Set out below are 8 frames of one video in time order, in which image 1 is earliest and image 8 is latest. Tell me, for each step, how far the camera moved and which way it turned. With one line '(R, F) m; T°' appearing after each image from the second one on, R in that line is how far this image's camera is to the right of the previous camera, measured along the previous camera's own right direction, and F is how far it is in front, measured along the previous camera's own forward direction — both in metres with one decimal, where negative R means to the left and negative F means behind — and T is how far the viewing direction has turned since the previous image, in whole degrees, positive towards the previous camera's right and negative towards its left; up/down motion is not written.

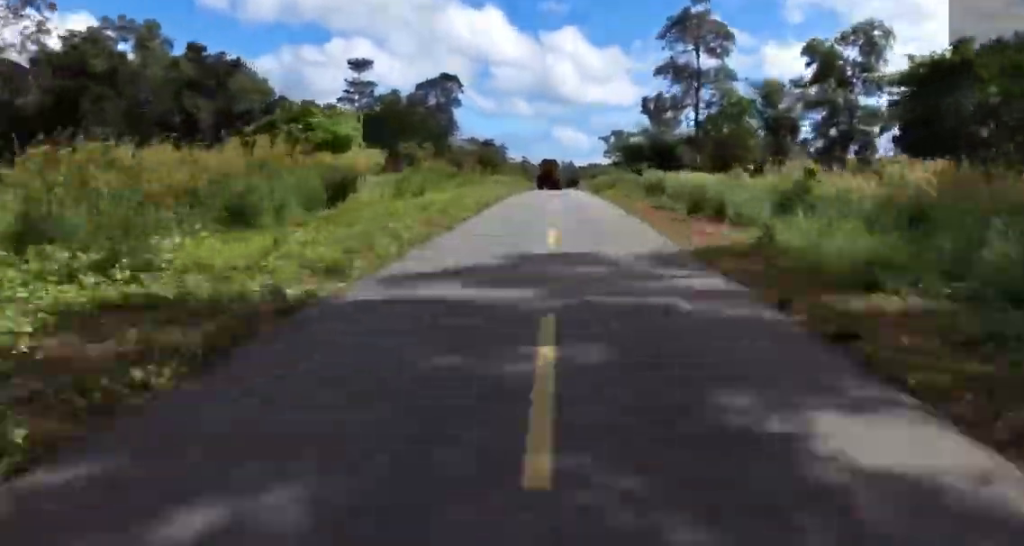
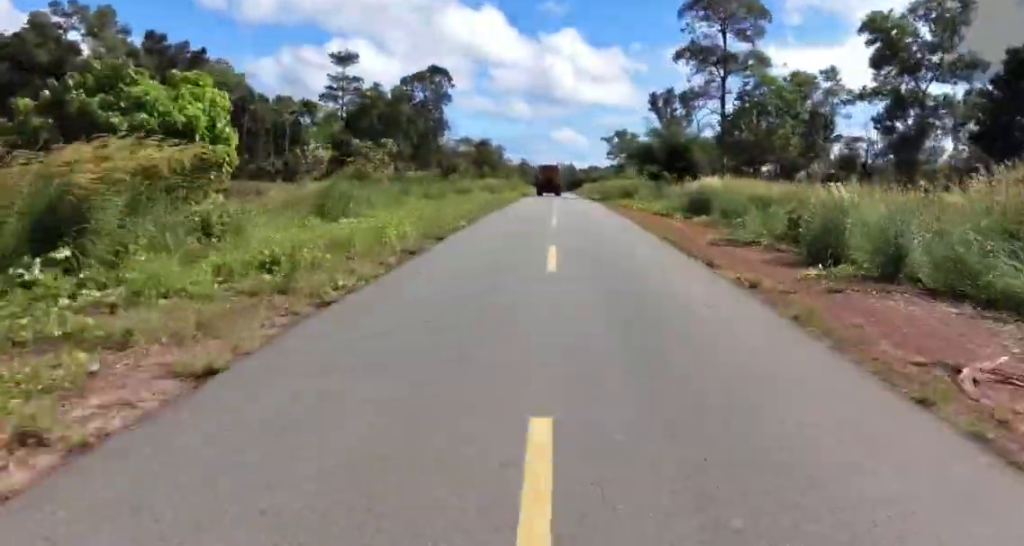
(0.0, +10.2) m; 0°
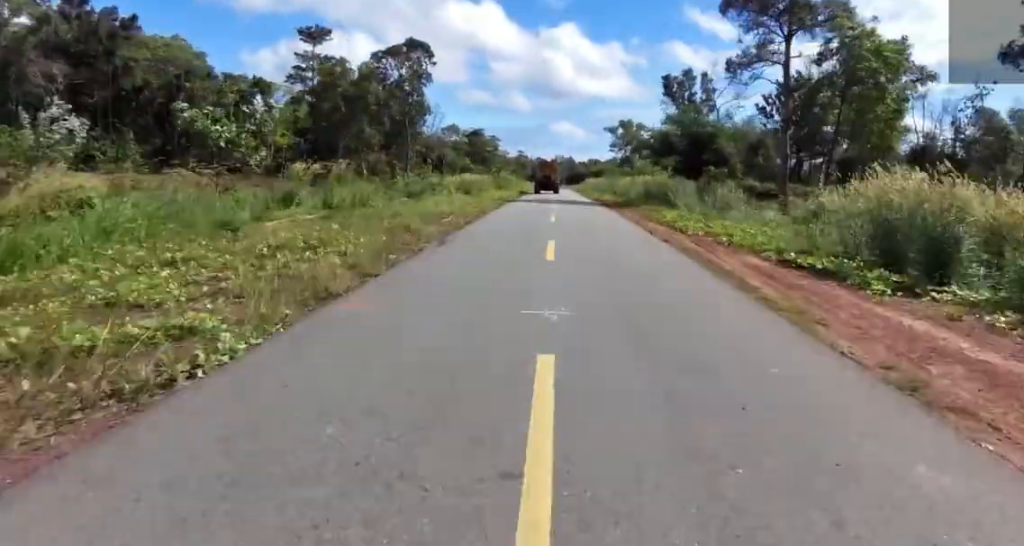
(0.0, +15.9) m; 0°
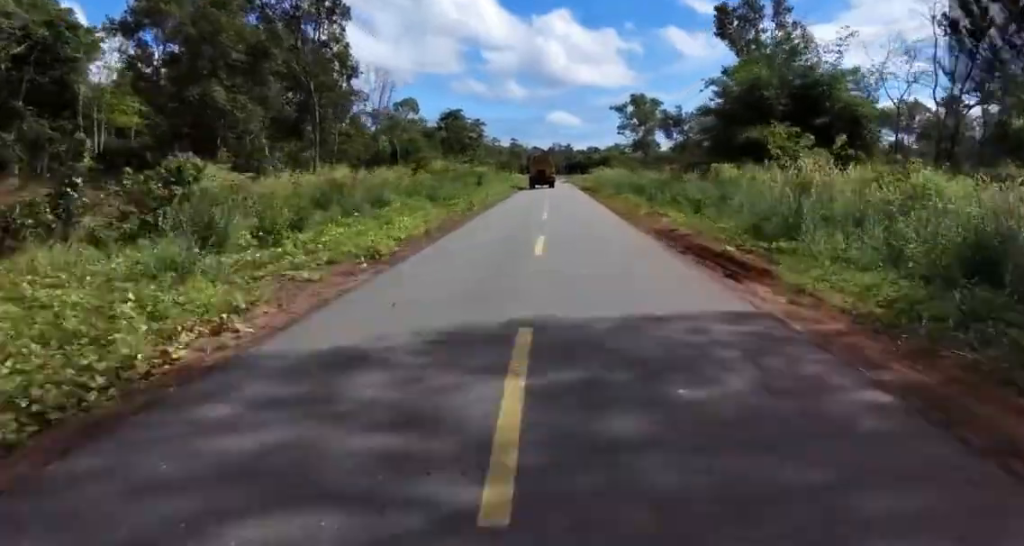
(+0.1, +31.4) m; -1°
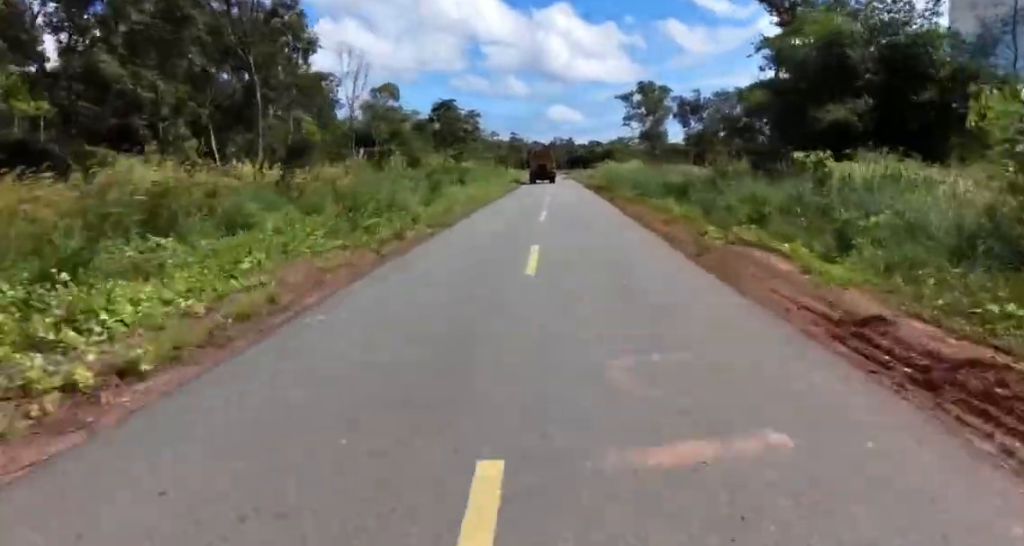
(-0.2, +11.3) m; -1°
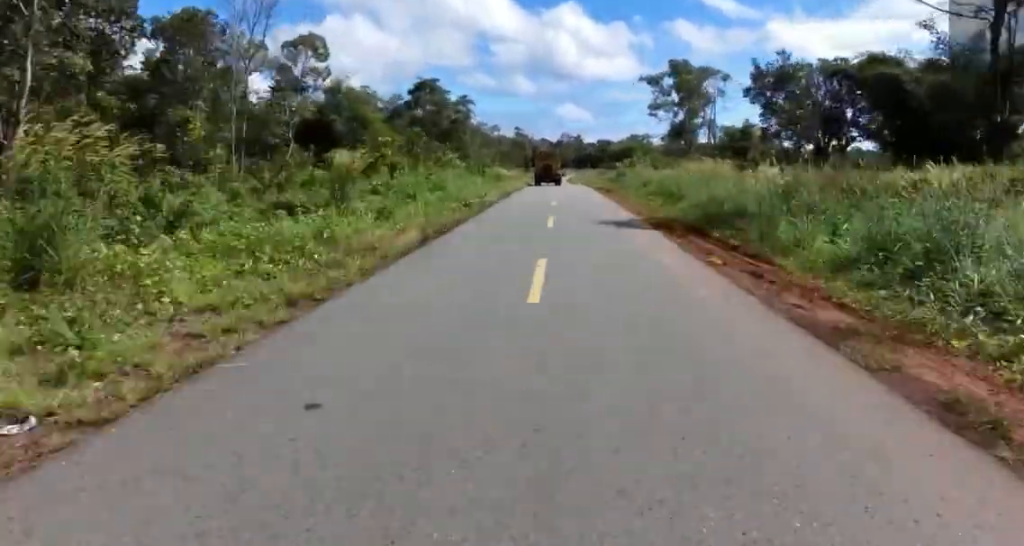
(-0.2, +26.4) m; 0°
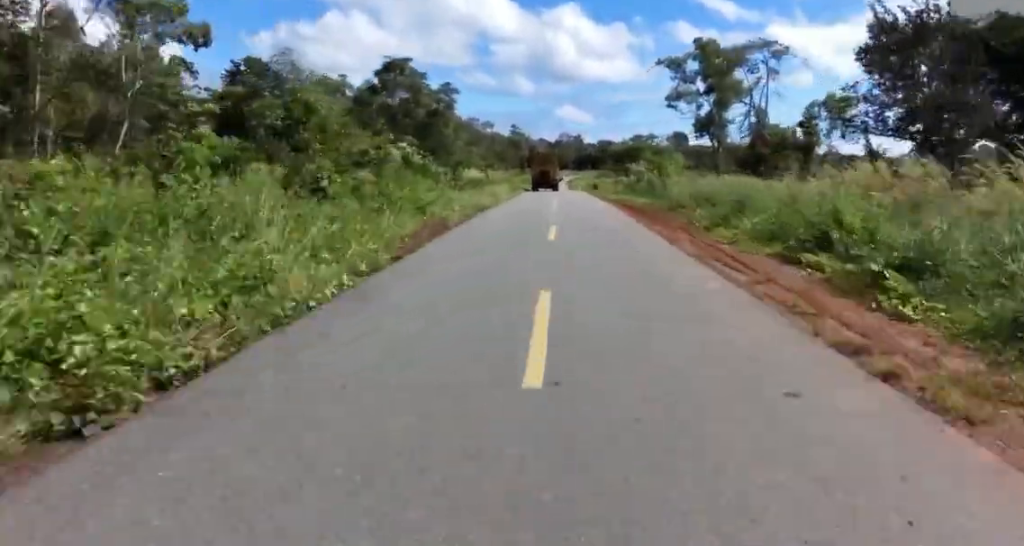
(+0.1, +19.1) m; 0°
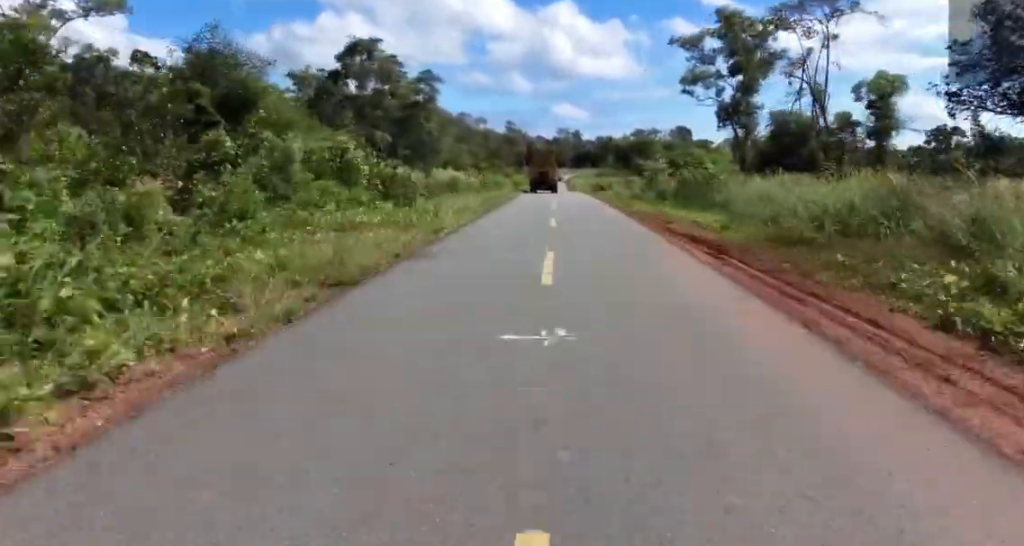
(0.0, +12.9) m; 0°
